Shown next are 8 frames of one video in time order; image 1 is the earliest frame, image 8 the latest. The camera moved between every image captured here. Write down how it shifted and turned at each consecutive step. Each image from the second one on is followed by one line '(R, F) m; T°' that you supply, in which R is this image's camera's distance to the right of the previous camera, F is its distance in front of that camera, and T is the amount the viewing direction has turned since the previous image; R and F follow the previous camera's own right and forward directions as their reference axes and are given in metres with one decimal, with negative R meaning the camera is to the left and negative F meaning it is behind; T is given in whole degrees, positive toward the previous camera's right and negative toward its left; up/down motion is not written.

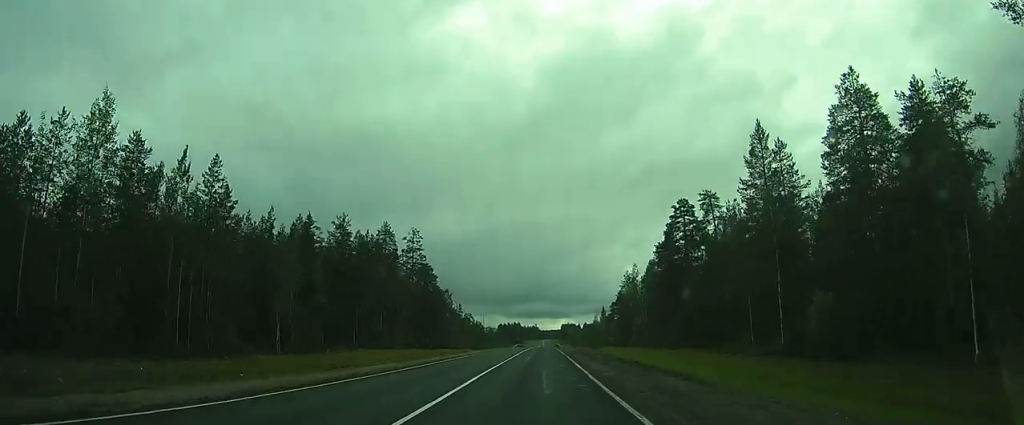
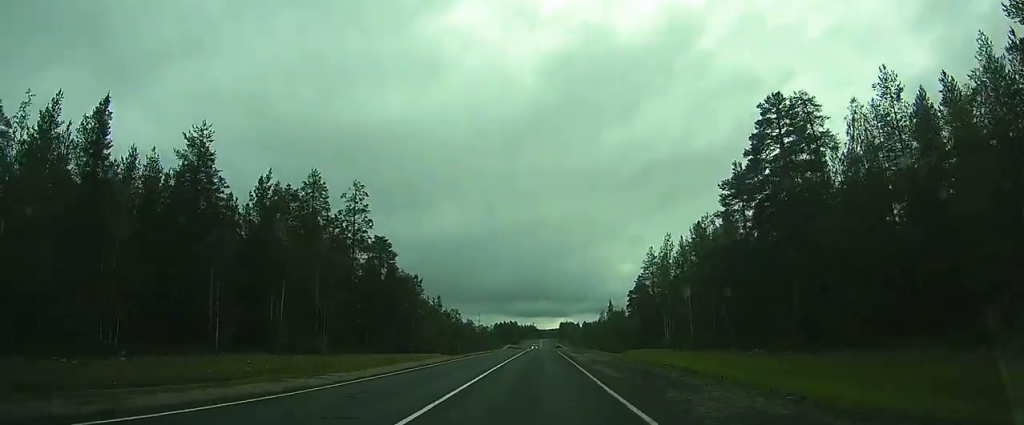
(-0.1, +29.7) m; 0°
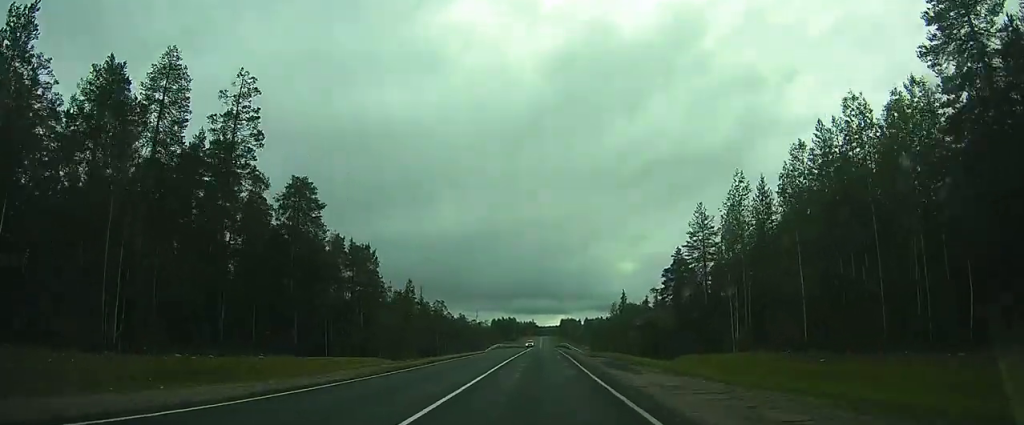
(+0.4, +29.4) m; +2°
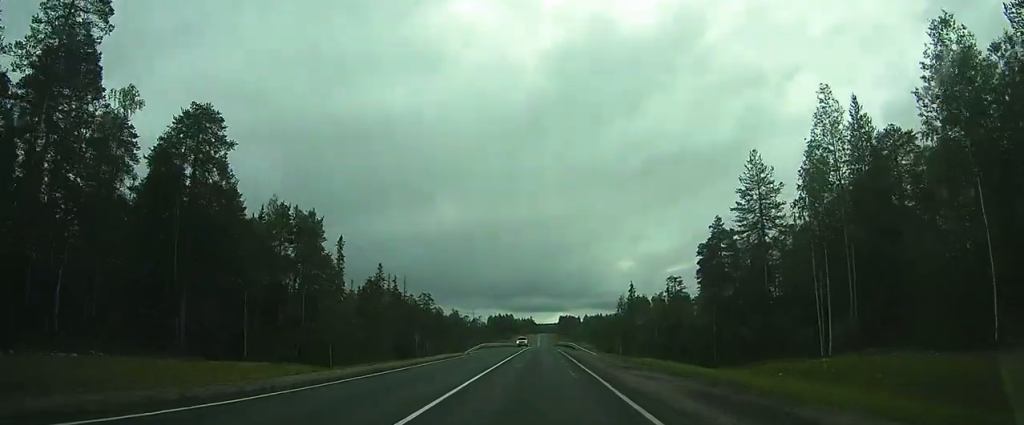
(+0.3, +17.6) m; +1°
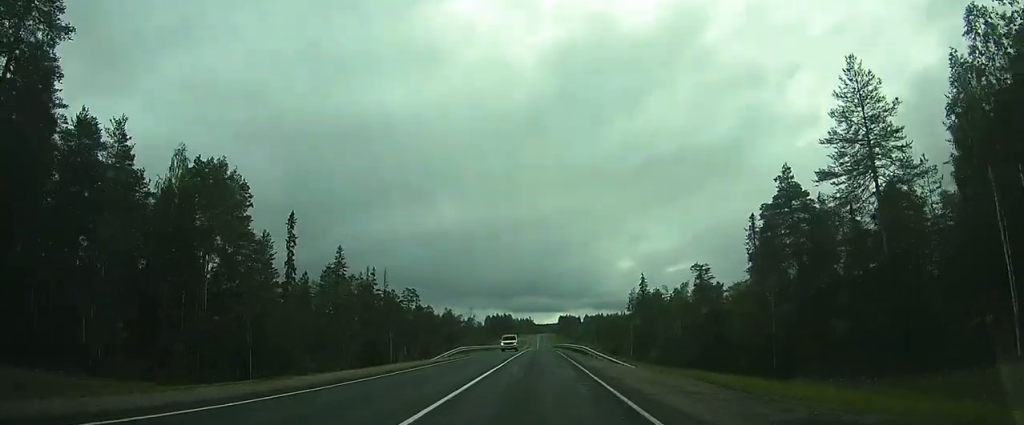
(+0.1, +16.8) m; -1°
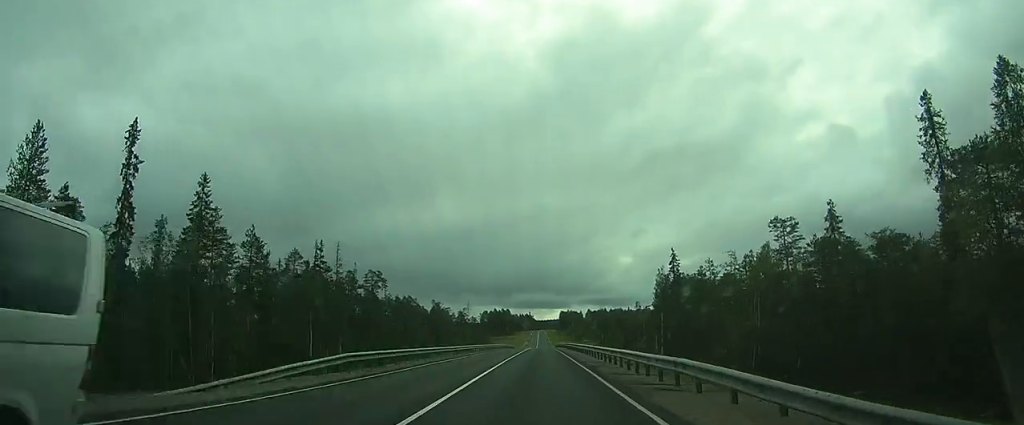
(-0.9, +29.0) m; -2°
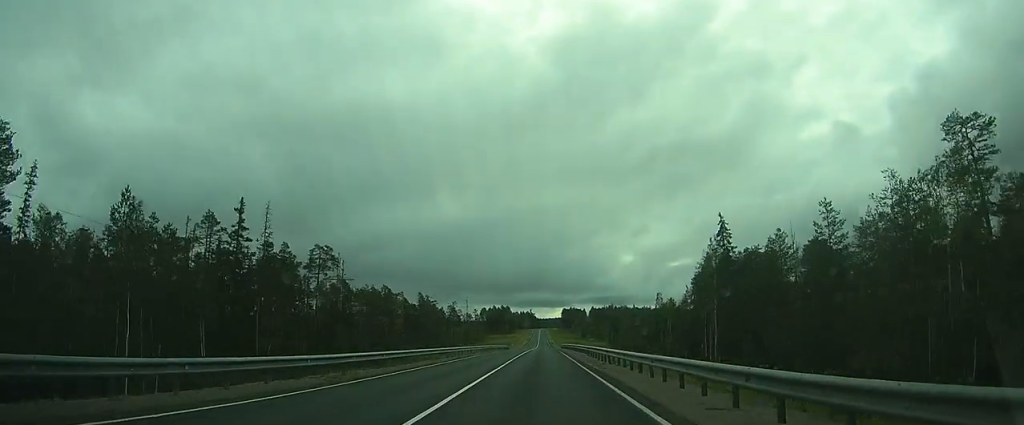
(0.0, +25.9) m; 0°
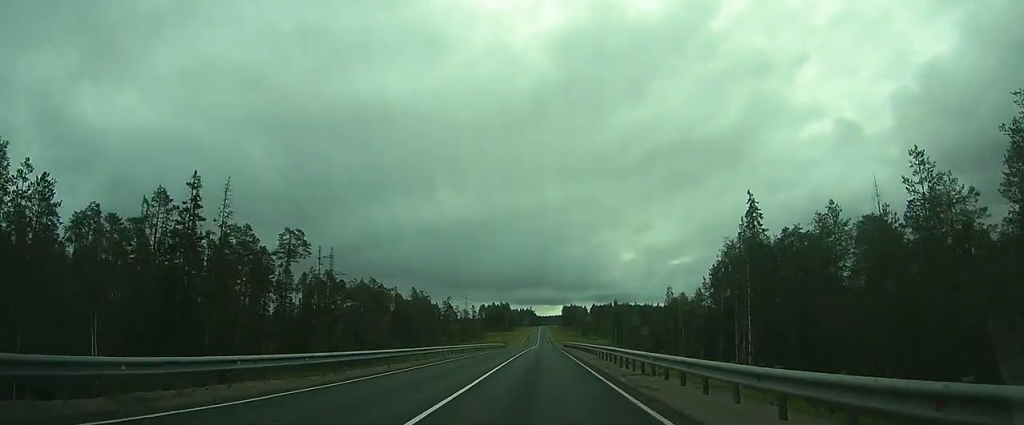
(0.0, +9.9) m; 0°
